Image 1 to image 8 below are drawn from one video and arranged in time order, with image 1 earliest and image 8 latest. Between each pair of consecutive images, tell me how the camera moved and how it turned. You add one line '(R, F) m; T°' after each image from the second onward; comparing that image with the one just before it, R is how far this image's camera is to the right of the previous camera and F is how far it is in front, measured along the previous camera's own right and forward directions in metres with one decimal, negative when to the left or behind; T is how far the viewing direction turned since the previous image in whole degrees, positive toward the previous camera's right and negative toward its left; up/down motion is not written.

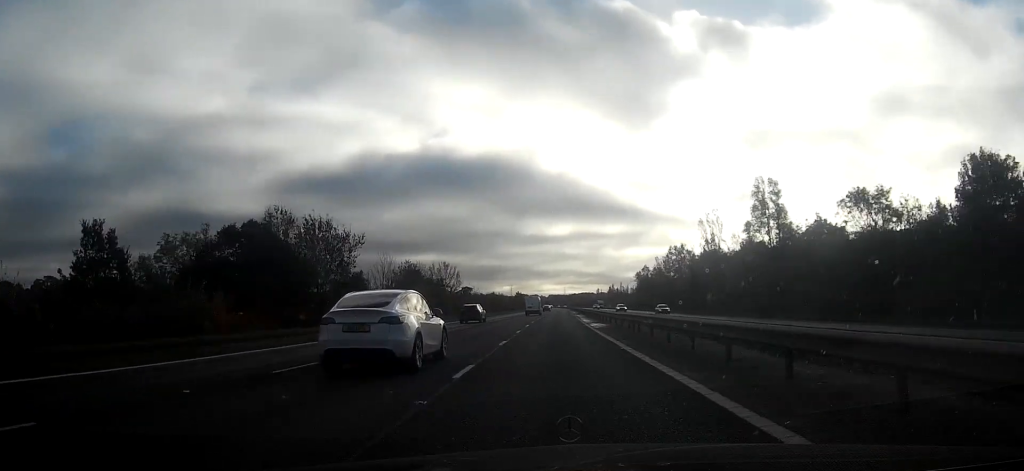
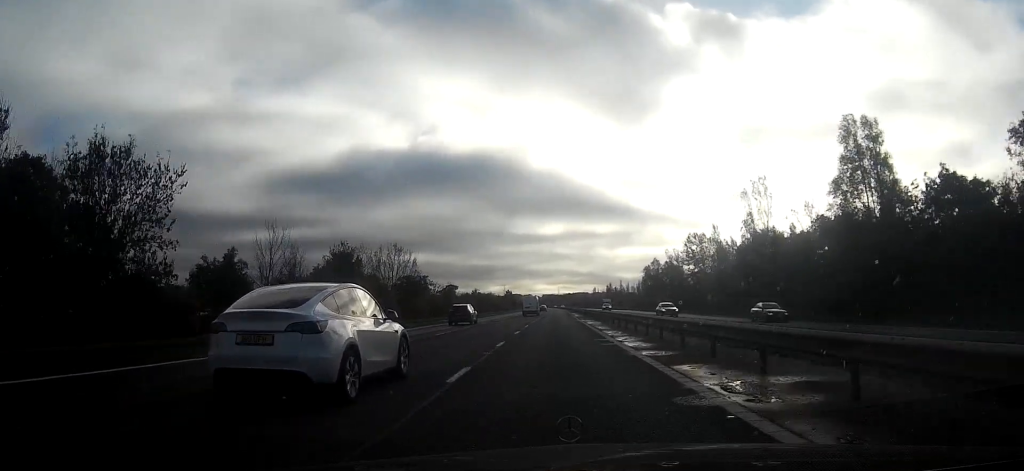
(+0.1, +27.7) m; 0°
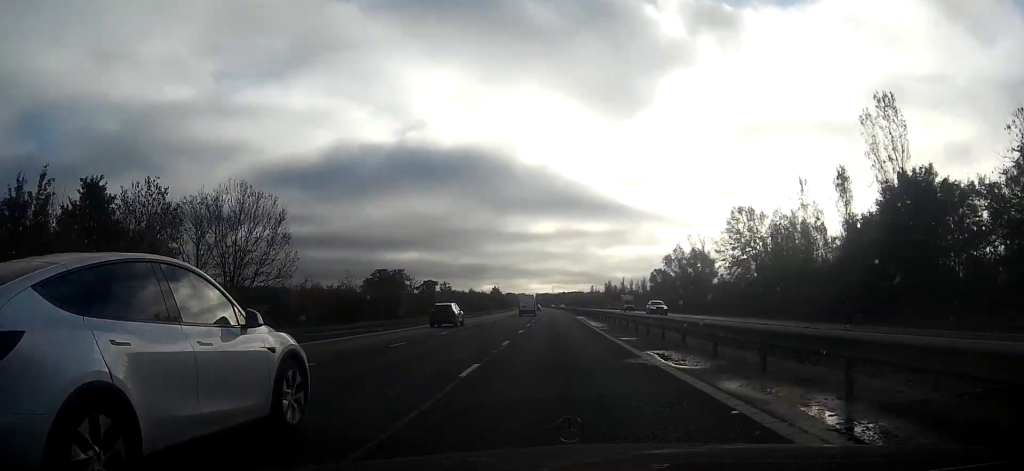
(+0.1, +33.7) m; 0°
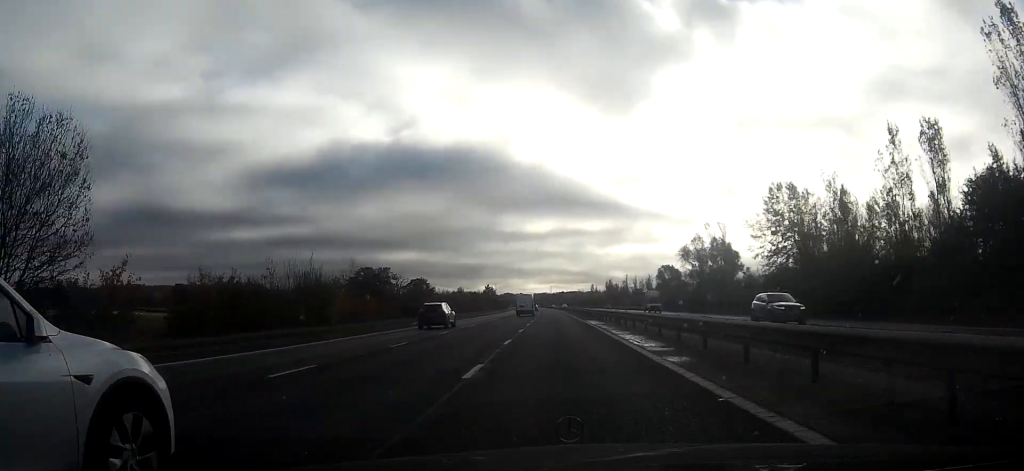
(0.0, +18.1) m; 0°
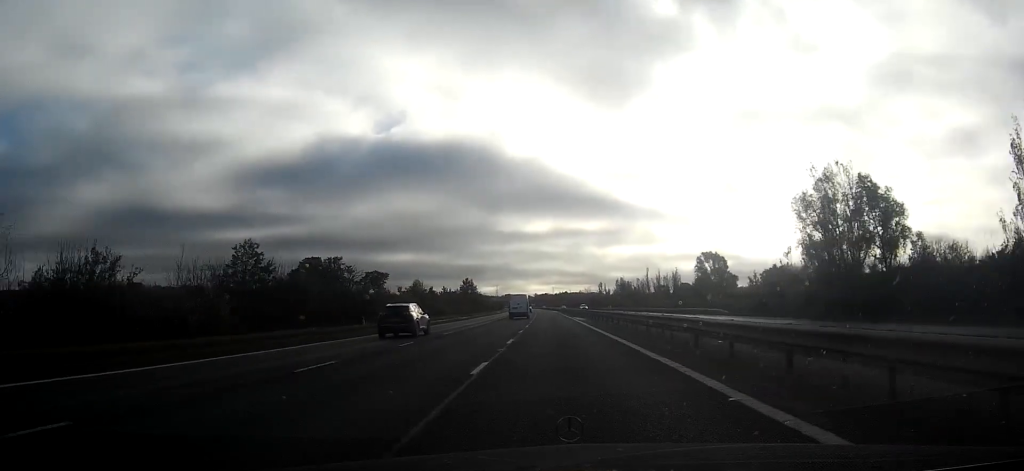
(+0.4, +53.3) m; +1°
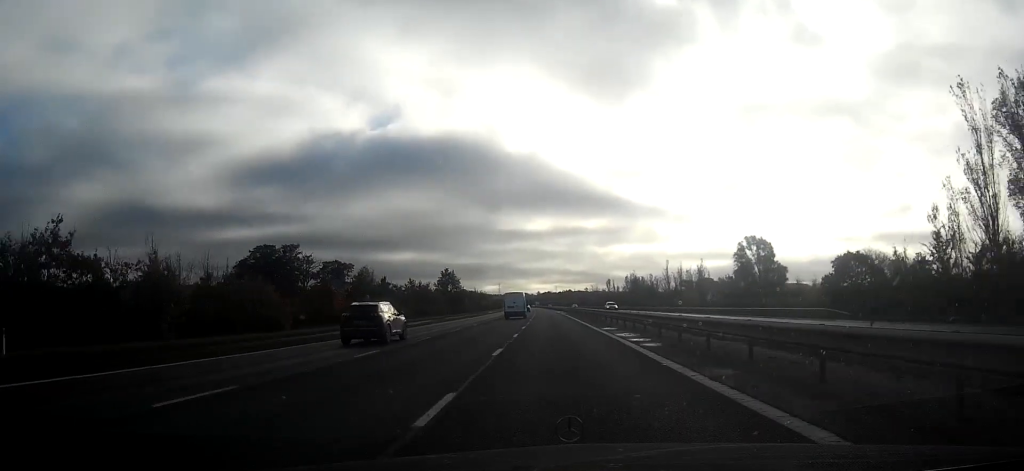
(+0.1, +31.5) m; 0°
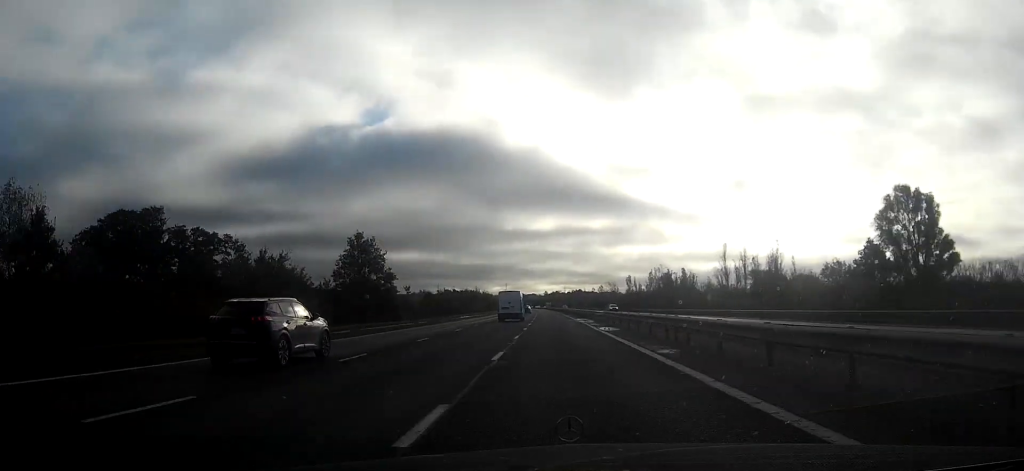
(-0.6, +54.7) m; -1°
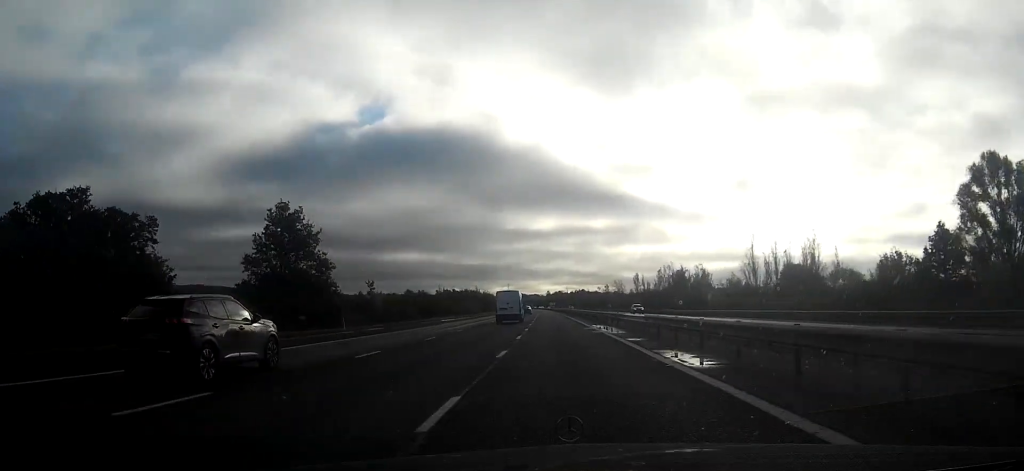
(0.0, +17.2) m; 0°
